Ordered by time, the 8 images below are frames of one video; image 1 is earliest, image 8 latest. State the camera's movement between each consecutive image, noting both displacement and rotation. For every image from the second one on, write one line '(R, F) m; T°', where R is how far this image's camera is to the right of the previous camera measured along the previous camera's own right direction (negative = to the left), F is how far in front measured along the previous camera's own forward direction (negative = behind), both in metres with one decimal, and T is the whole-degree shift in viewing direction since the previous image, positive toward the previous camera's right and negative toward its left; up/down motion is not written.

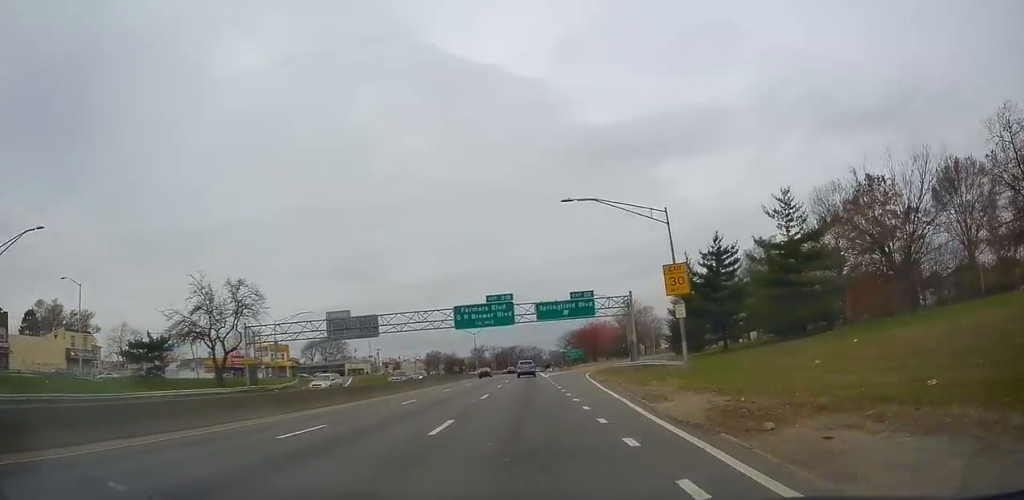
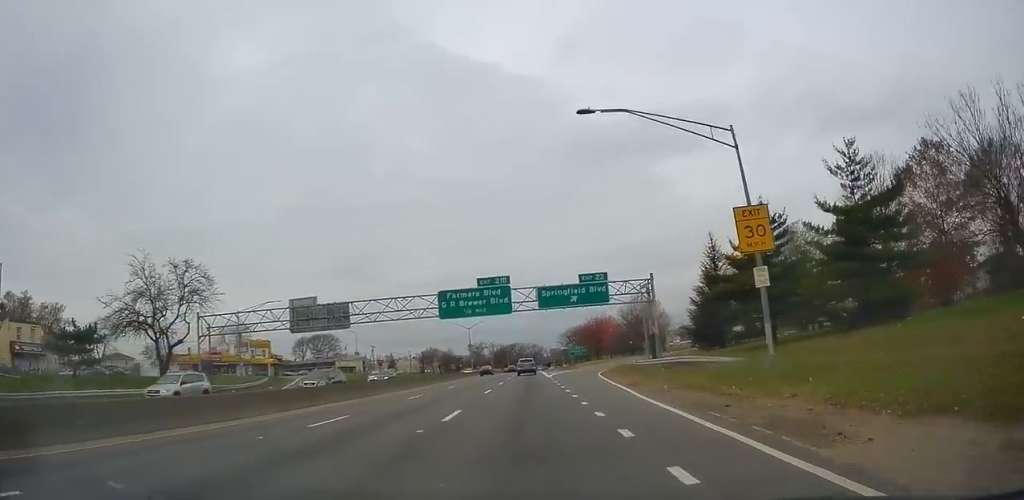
(0.0, +10.5) m; 0°
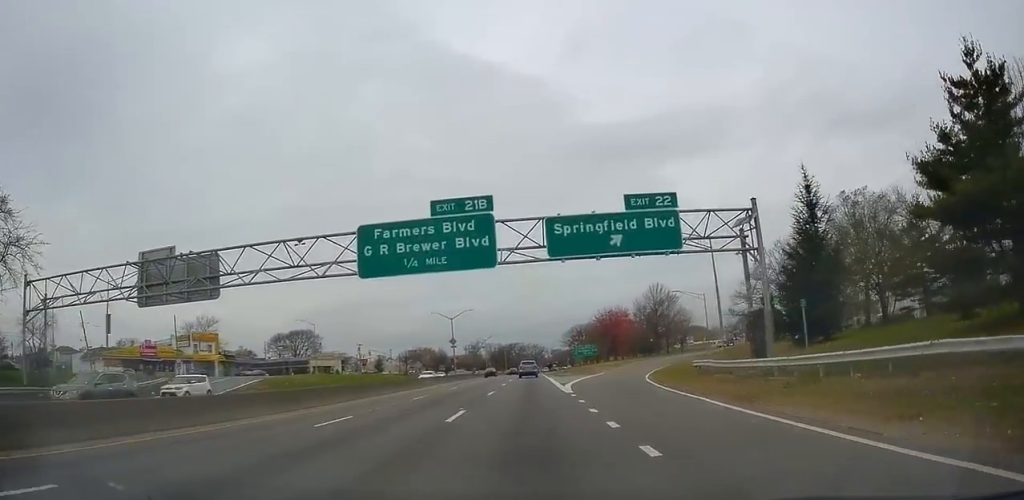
(0.0, +23.8) m; 0°
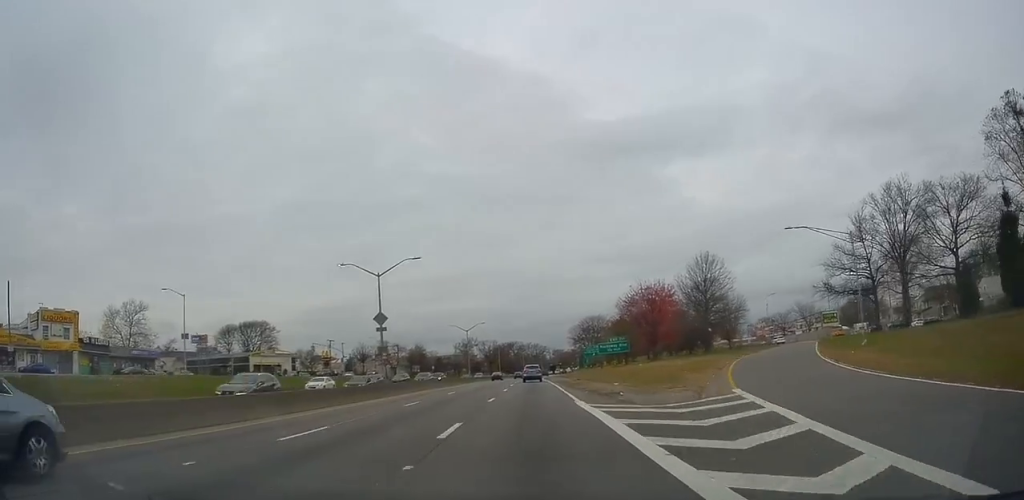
(0.0, +39.1) m; 0°
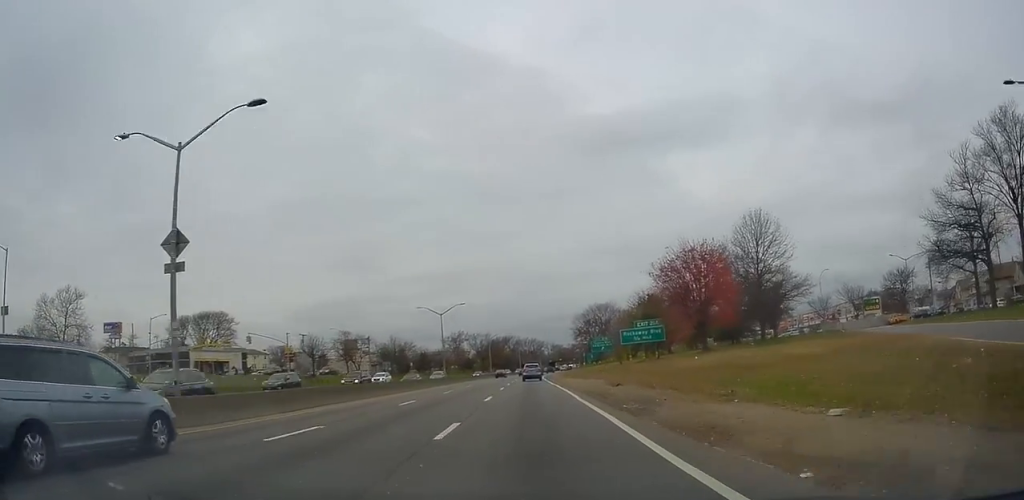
(-0.1, +24.8) m; -1°
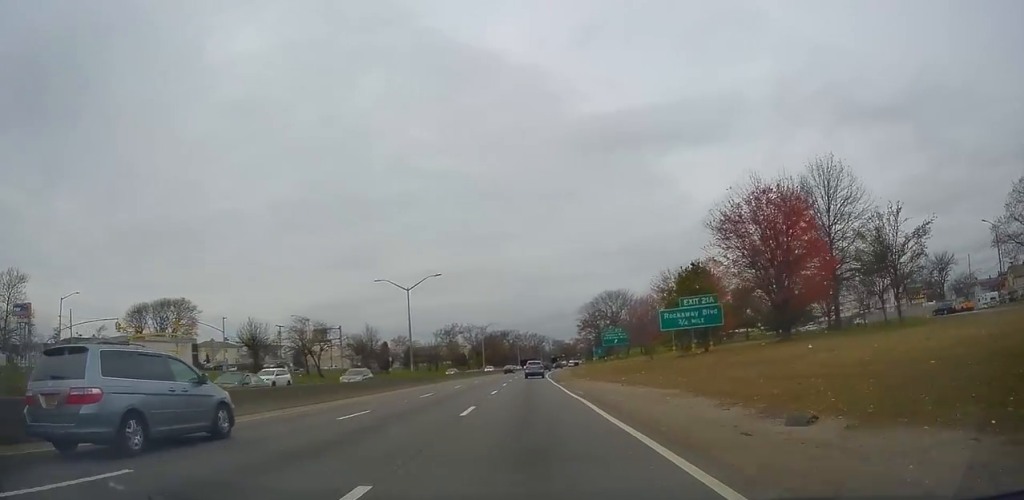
(-0.4, +19.3) m; 0°
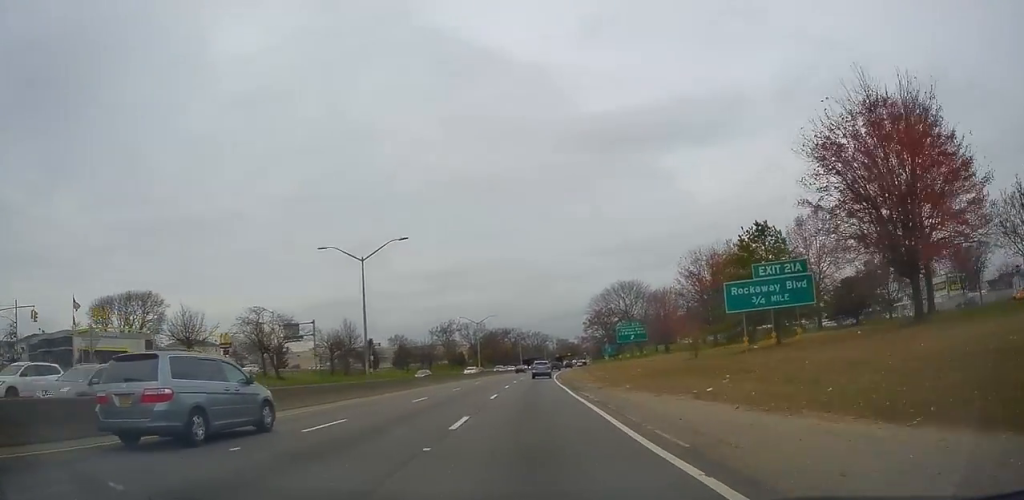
(+0.2, +14.9) m; +1°
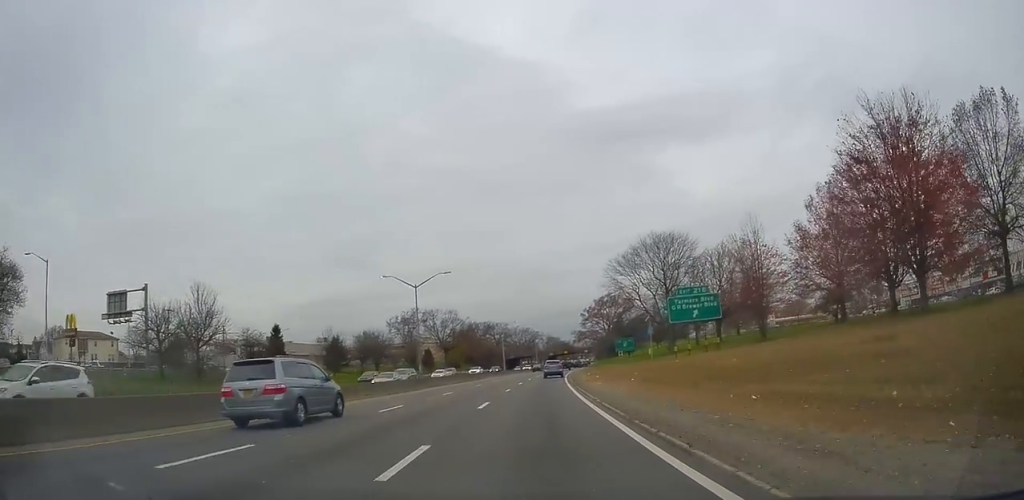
(+0.5, +41.8) m; +1°
